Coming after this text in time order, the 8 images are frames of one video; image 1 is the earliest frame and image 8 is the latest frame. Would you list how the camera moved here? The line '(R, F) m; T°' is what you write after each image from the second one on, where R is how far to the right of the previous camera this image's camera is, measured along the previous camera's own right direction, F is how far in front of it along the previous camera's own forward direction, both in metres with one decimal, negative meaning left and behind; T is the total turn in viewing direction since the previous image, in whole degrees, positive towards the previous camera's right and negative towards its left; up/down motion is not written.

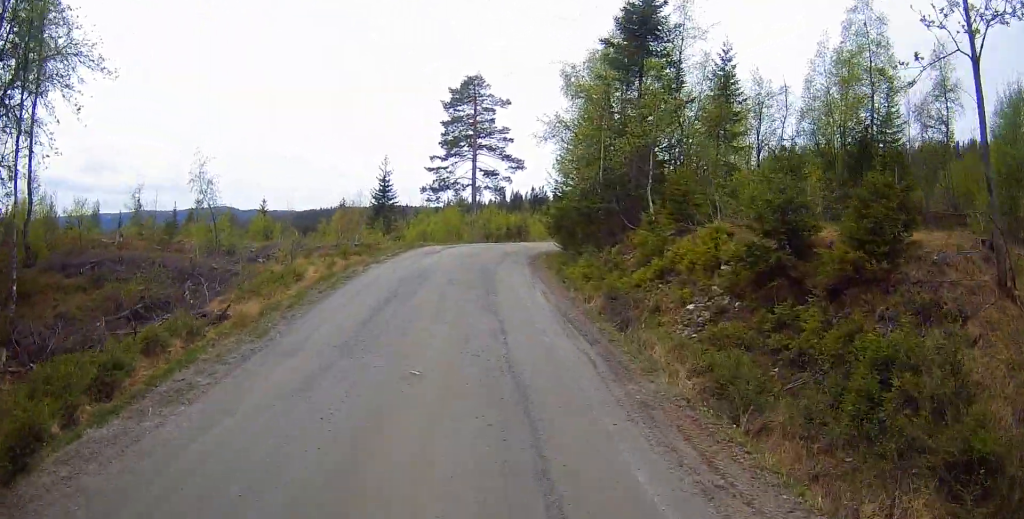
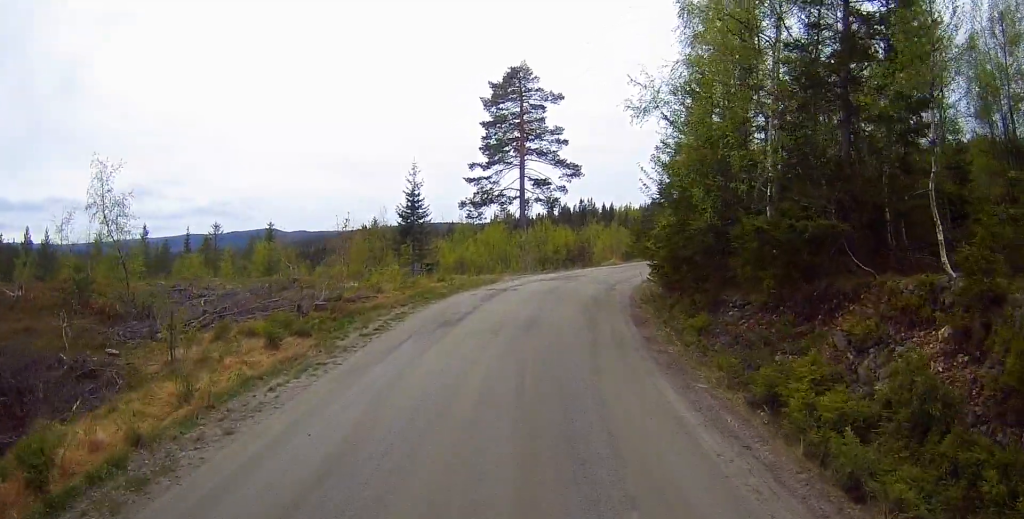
(-0.4, +12.2) m; -2°
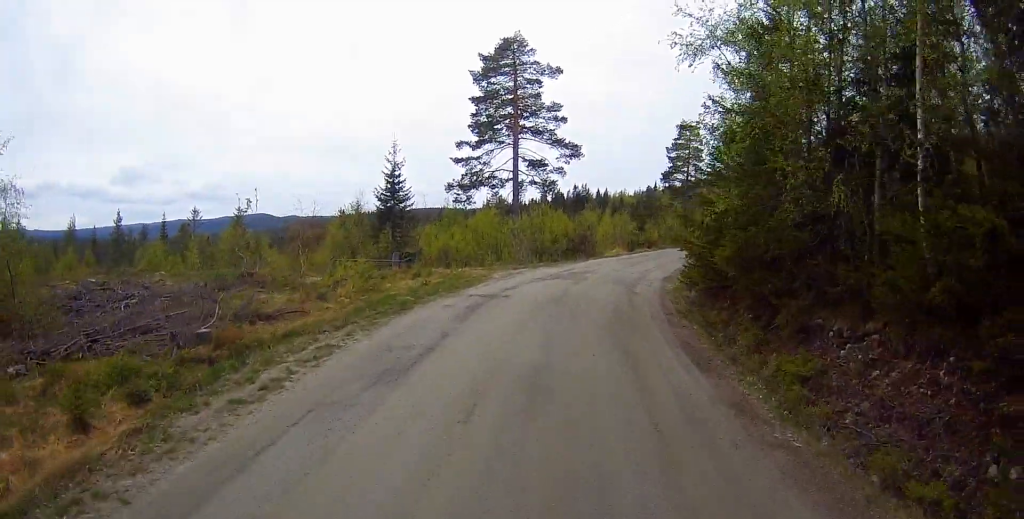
(0.0, +5.5) m; +1°
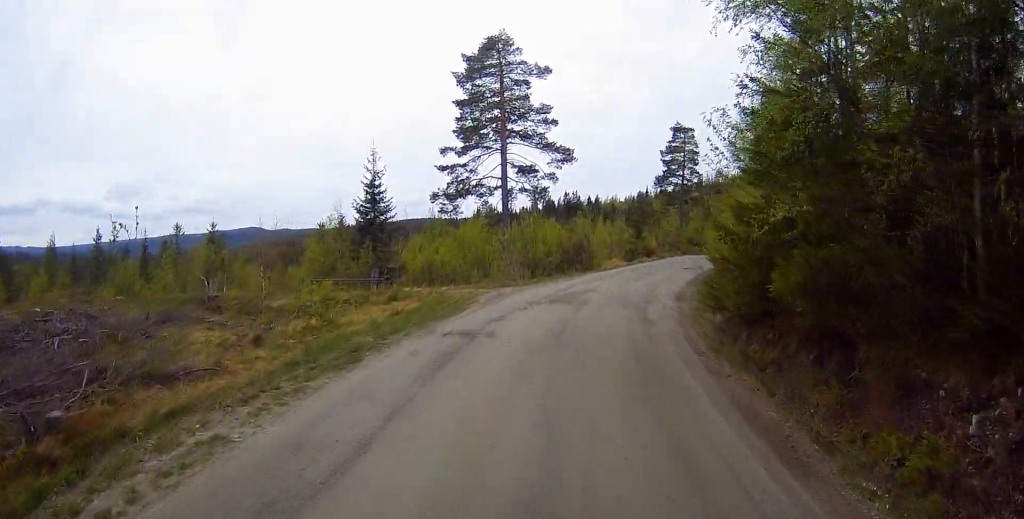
(+0.1, +3.5) m; +1°
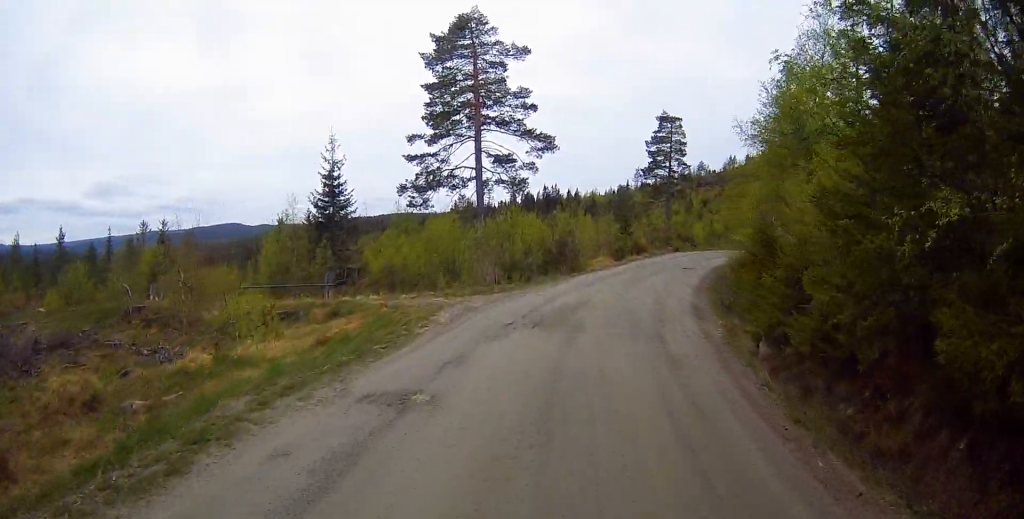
(+0.1, +4.7) m; +1°
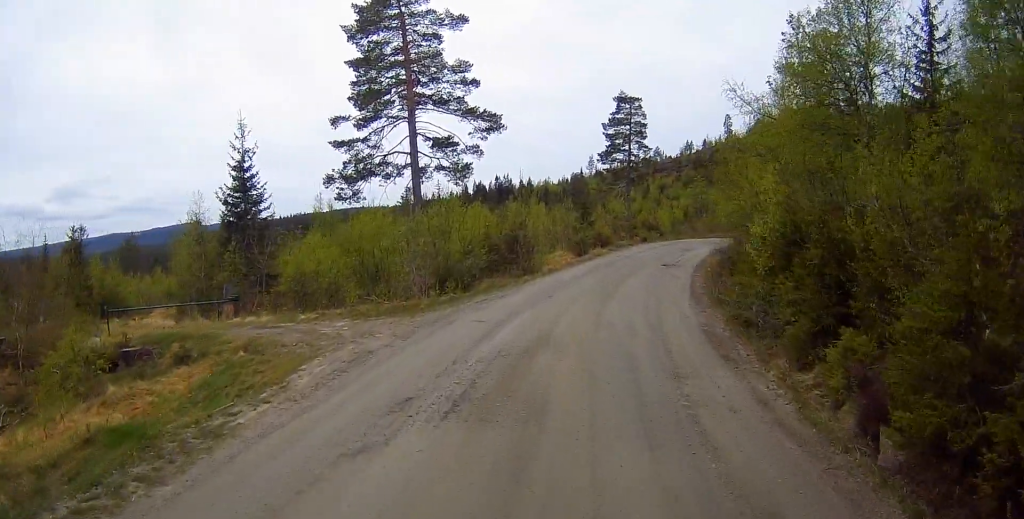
(0.0, +6.1) m; +5°
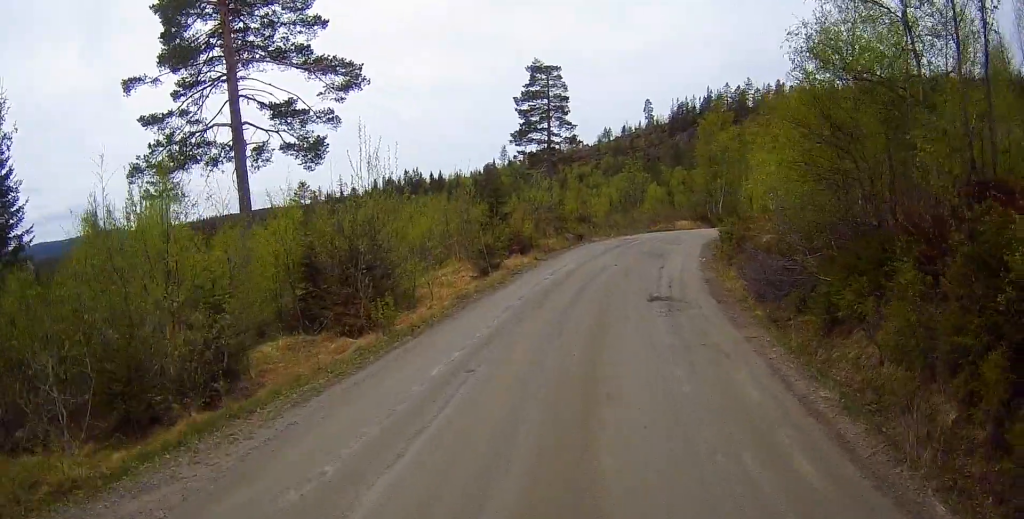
(+1.2, +13.4) m; +8°
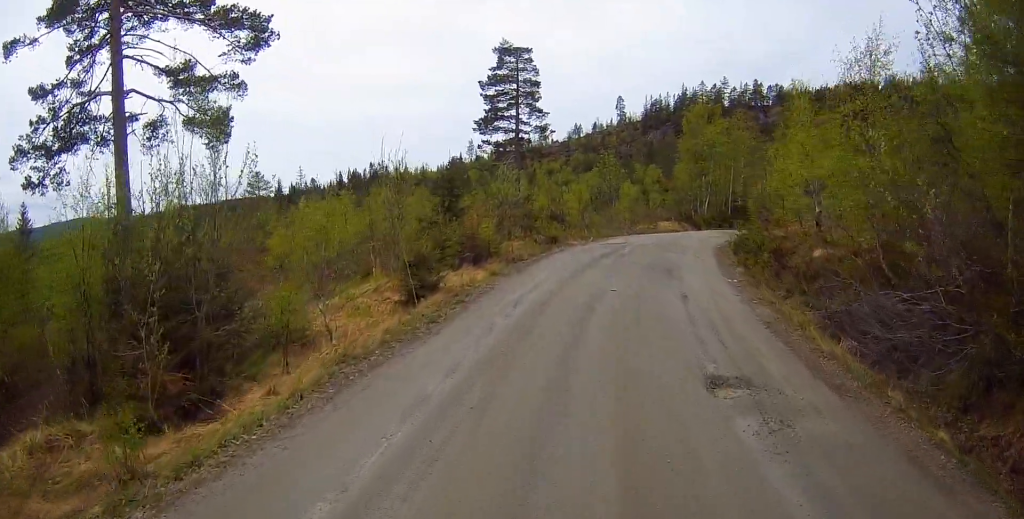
(+0.2, +6.6) m; +2°
